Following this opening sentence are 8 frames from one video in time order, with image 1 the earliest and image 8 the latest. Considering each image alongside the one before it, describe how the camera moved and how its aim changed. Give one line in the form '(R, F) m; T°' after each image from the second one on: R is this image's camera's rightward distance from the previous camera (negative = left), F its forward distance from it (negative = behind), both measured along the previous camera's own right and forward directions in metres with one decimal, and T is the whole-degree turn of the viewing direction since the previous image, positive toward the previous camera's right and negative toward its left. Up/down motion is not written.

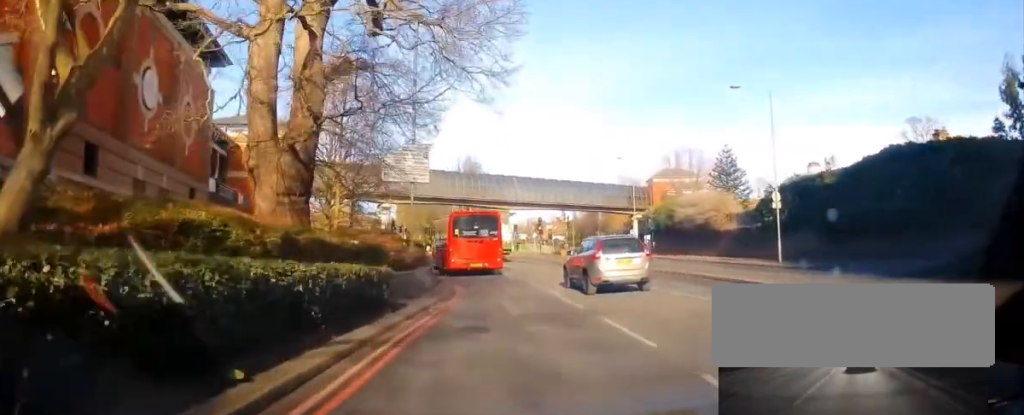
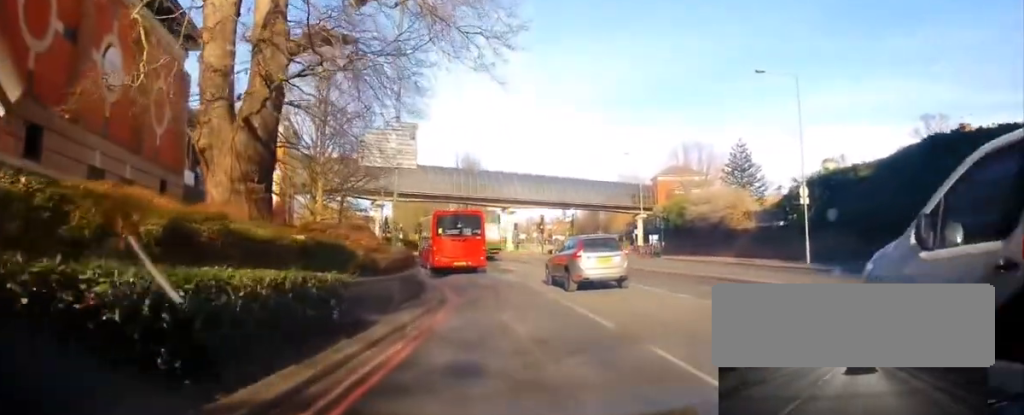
(0.0, +3.4) m; 0°
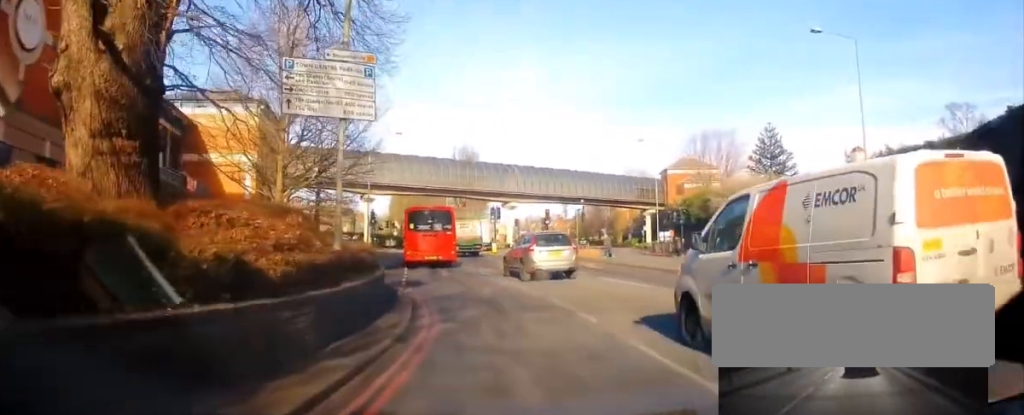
(0.0, +6.2) m; +2°
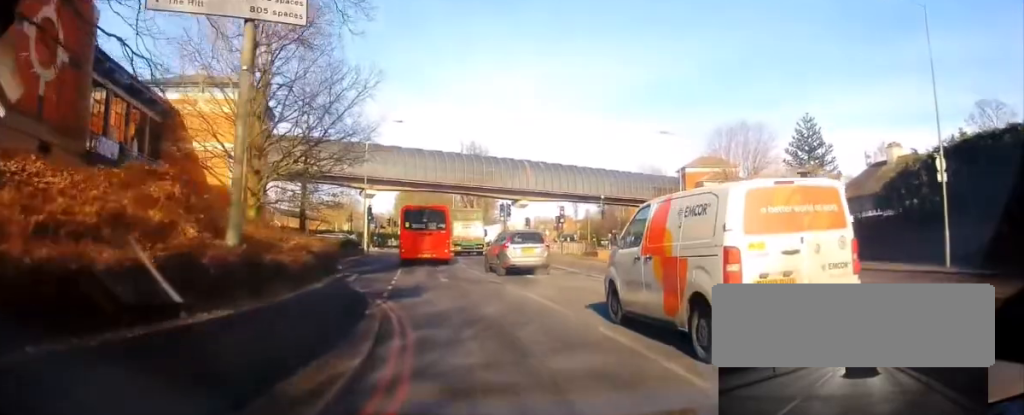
(+0.1, +4.8) m; 0°
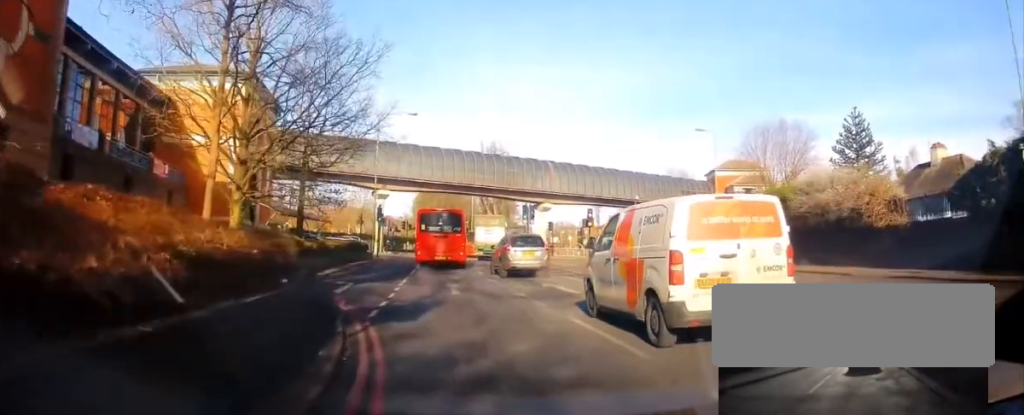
(0.0, +3.7) m; -2°
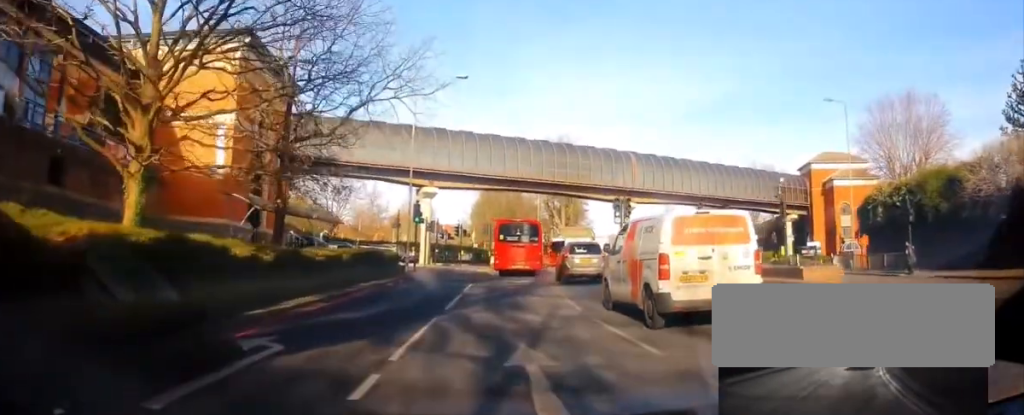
(-0.4, +10.9) m; -5°
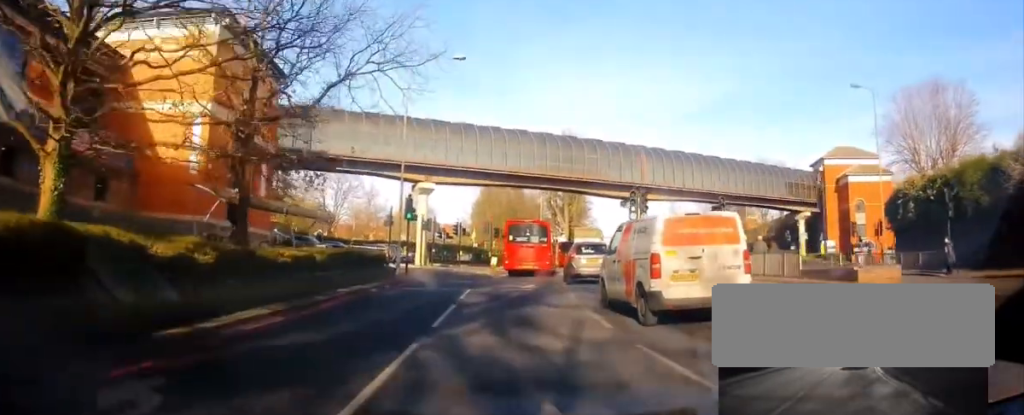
(-0.2, +2.9) m; 0°
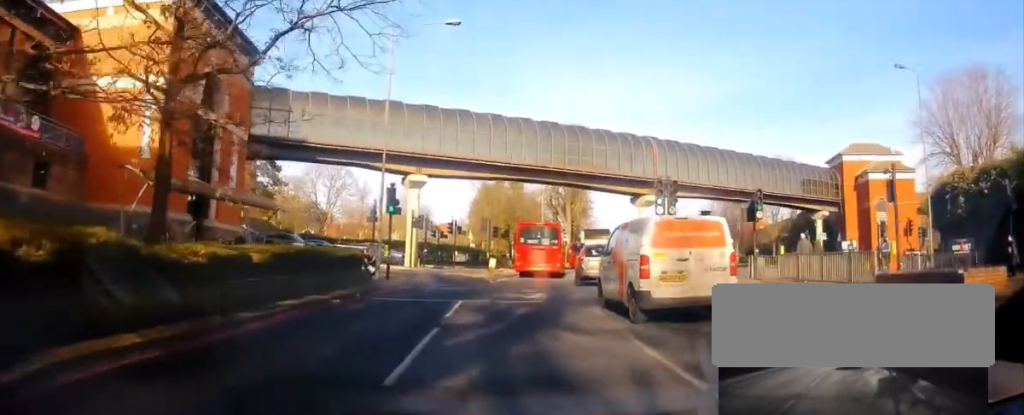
(-0.1, +4.5) m; 0°
